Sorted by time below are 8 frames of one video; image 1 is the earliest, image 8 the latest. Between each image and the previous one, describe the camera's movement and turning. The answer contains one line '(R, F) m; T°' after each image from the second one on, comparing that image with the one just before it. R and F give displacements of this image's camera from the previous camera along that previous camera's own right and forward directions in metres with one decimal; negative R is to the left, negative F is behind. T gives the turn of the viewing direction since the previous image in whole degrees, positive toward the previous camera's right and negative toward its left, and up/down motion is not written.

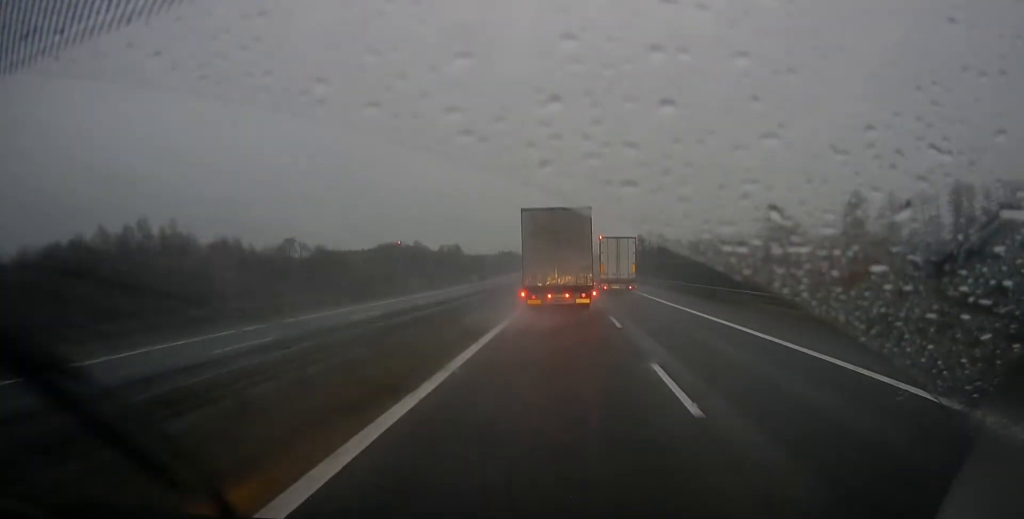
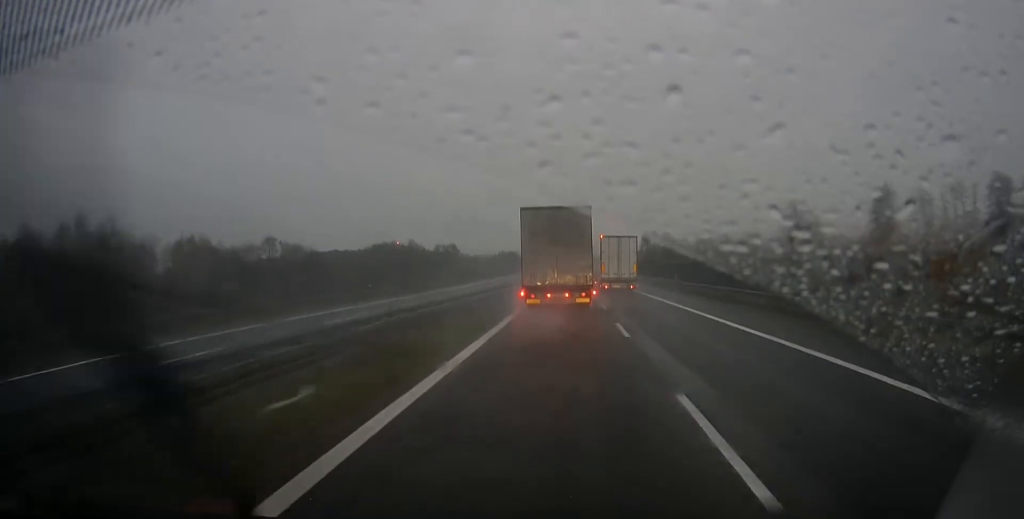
(0.0, +15.1) m; 0°
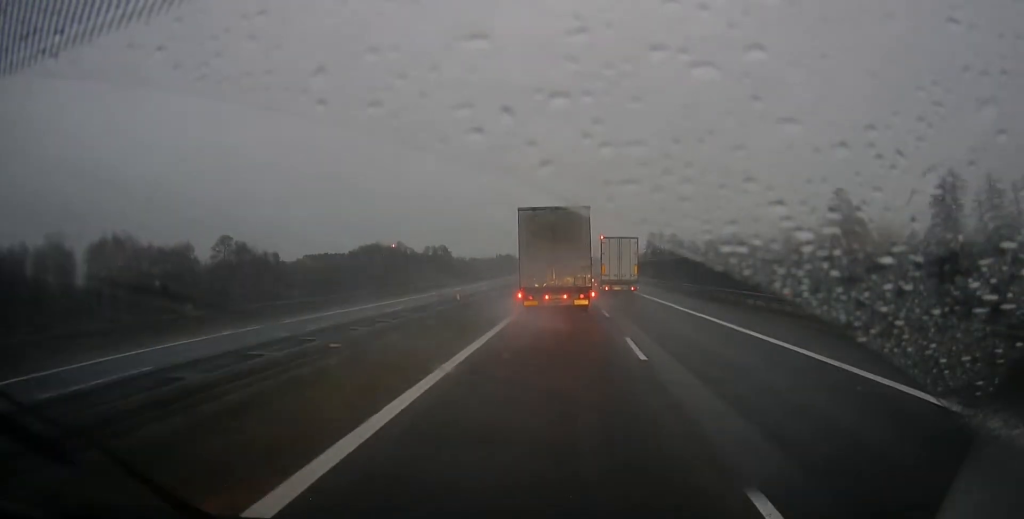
(0.0, +27.6) m; 0°
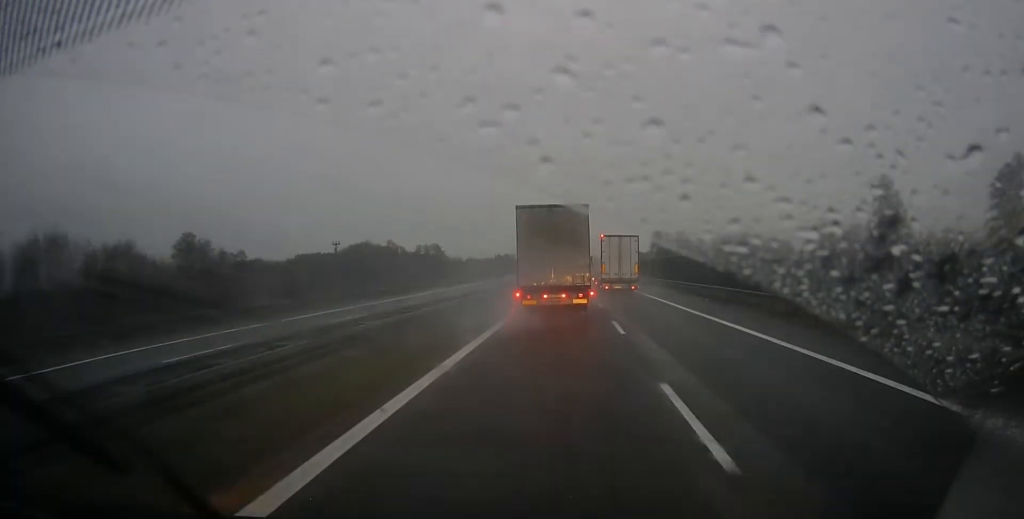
(0.0, +19.1) m; 0°
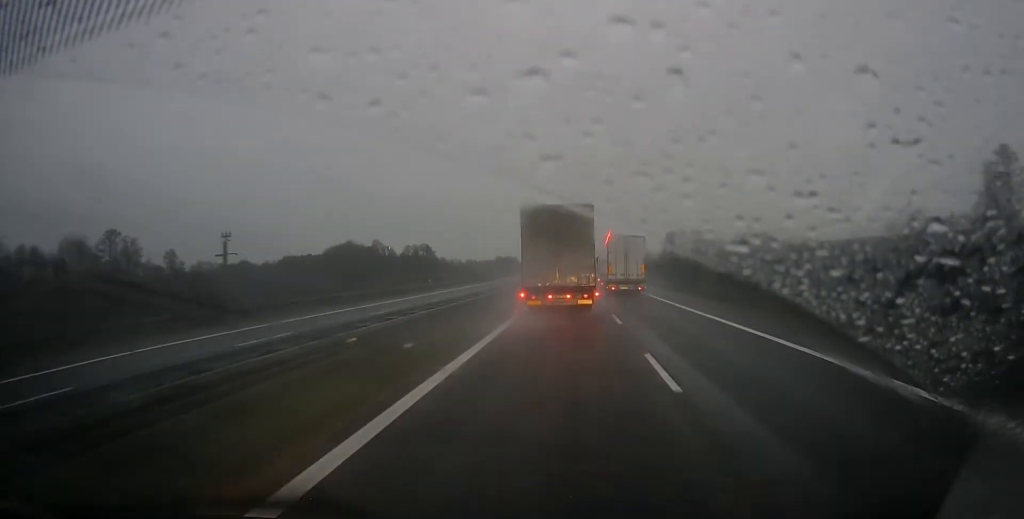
(-0.1, +32.1) m; 0°
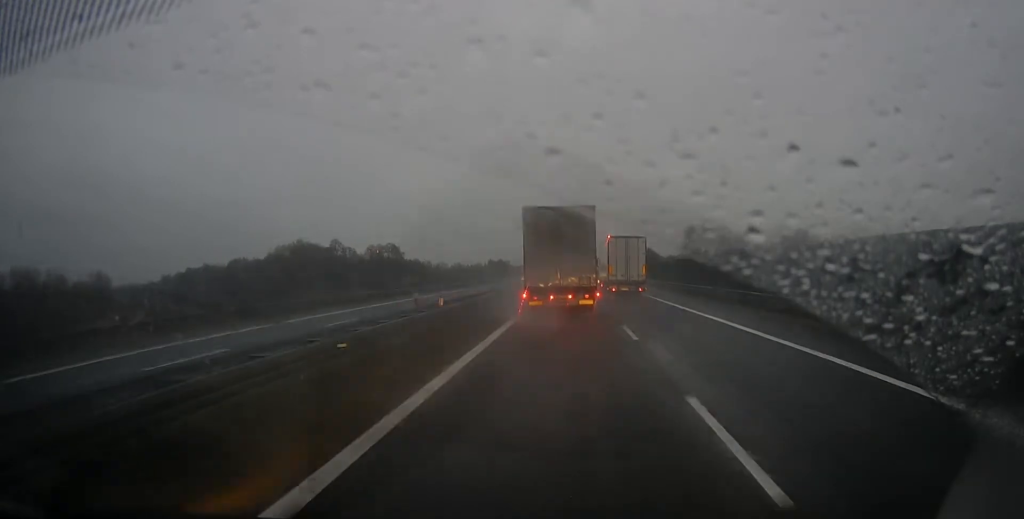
(+0.2, +52.8) m; 0°
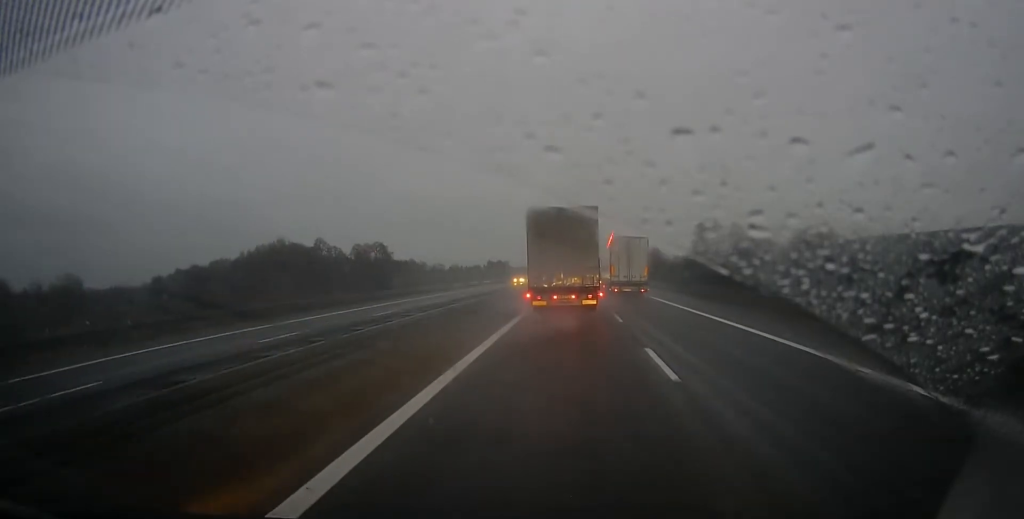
(0.0, +17.7) m; 0°
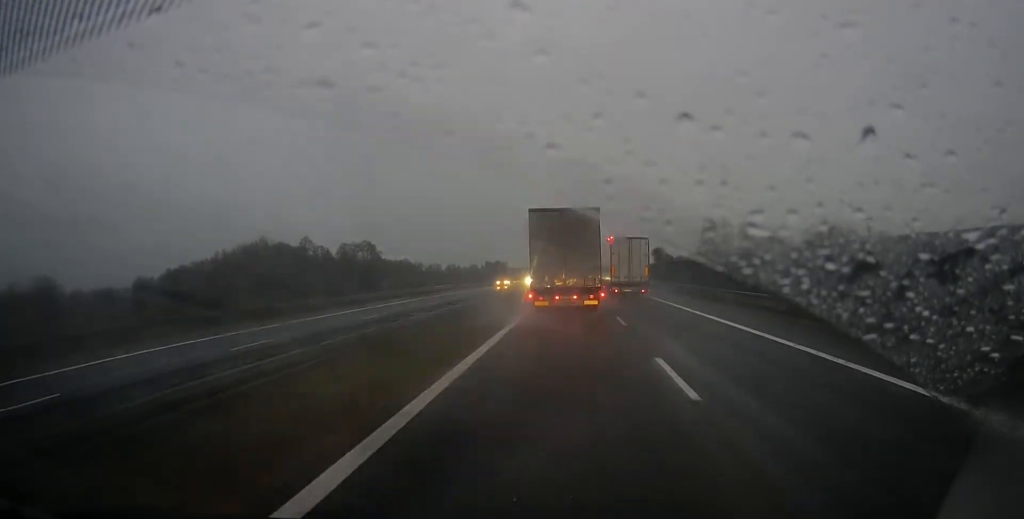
(0.0, +13.6) m; 0°
